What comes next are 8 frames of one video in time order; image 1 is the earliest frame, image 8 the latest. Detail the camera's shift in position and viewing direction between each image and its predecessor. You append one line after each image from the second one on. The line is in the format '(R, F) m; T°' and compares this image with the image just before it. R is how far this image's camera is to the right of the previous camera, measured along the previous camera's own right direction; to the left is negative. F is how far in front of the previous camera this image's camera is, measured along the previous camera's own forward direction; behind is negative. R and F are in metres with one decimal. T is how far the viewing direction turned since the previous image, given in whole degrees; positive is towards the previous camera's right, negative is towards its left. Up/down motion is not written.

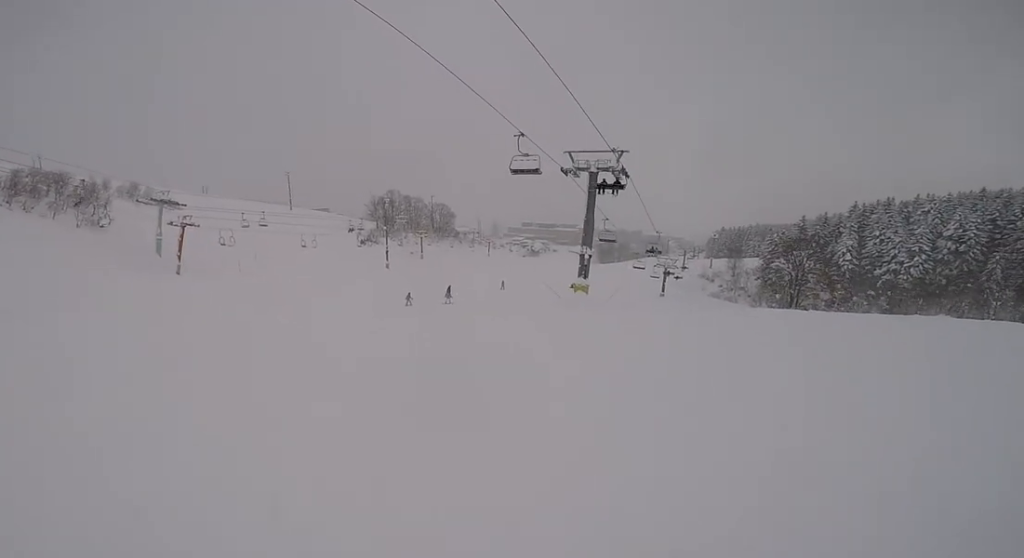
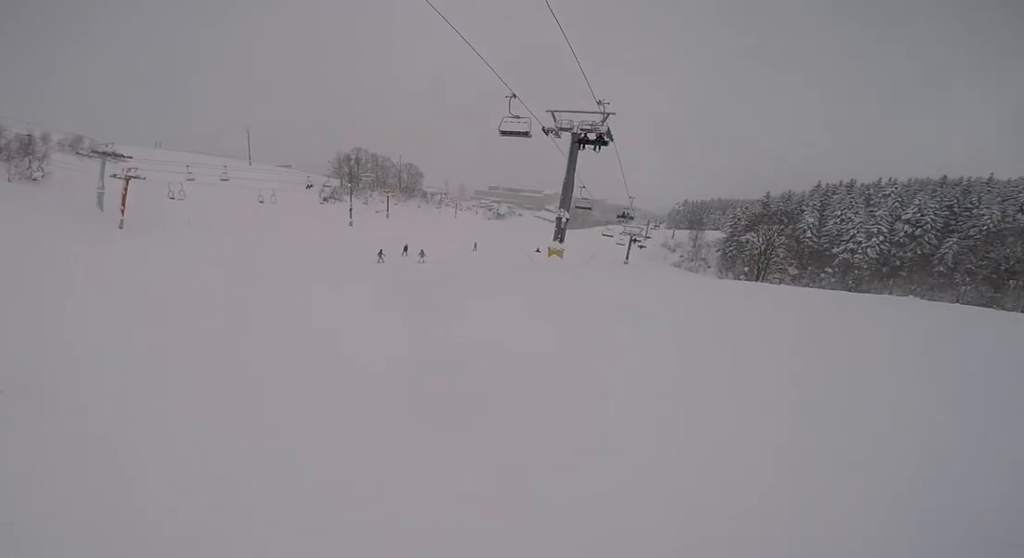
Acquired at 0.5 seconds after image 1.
(+0.2, +2.5) m; +19°
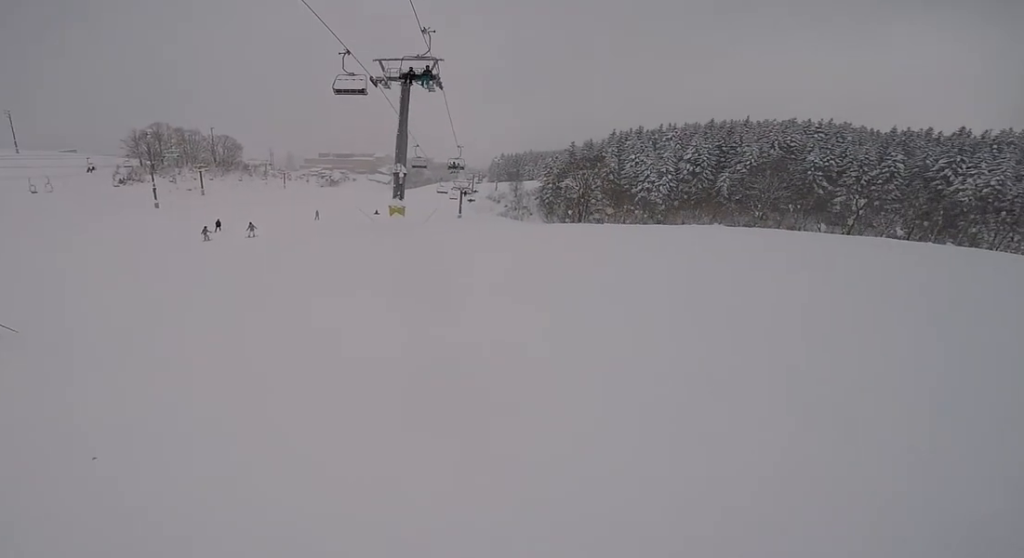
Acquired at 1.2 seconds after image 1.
(+0.9, +3.2) m; +3°
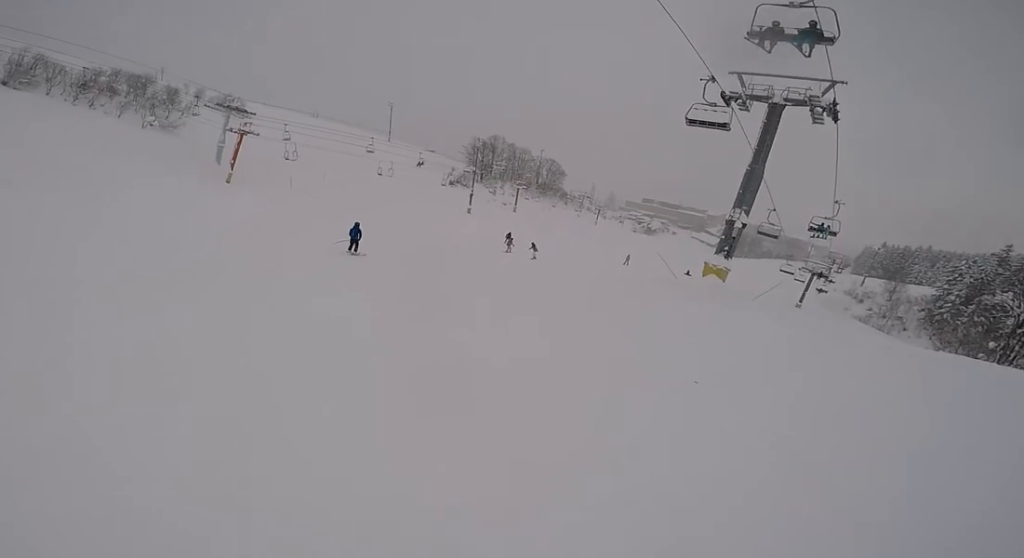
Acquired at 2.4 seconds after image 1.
(-0.6, +5.7) m; -15°
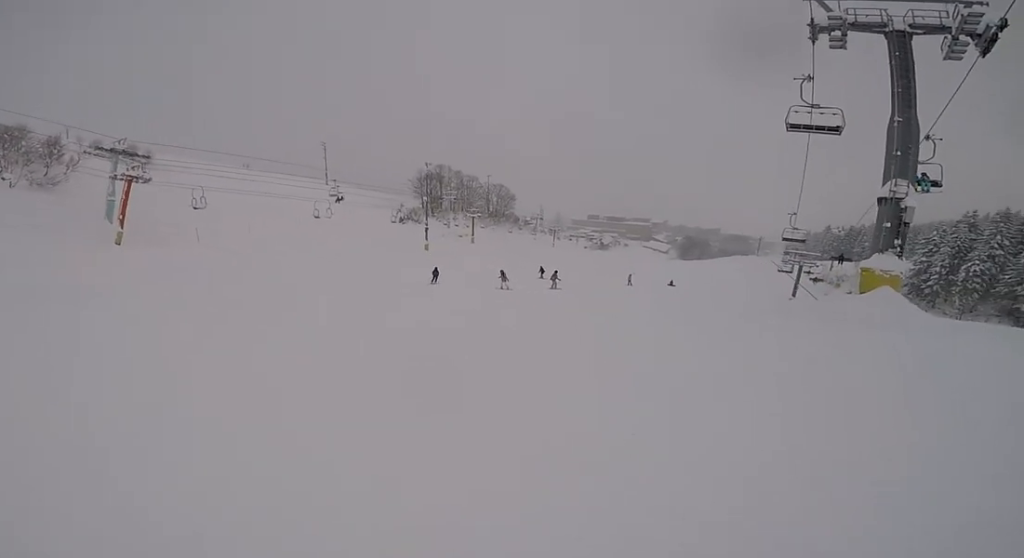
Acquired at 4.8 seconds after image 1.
(-3.6, +10.4) m; -14°
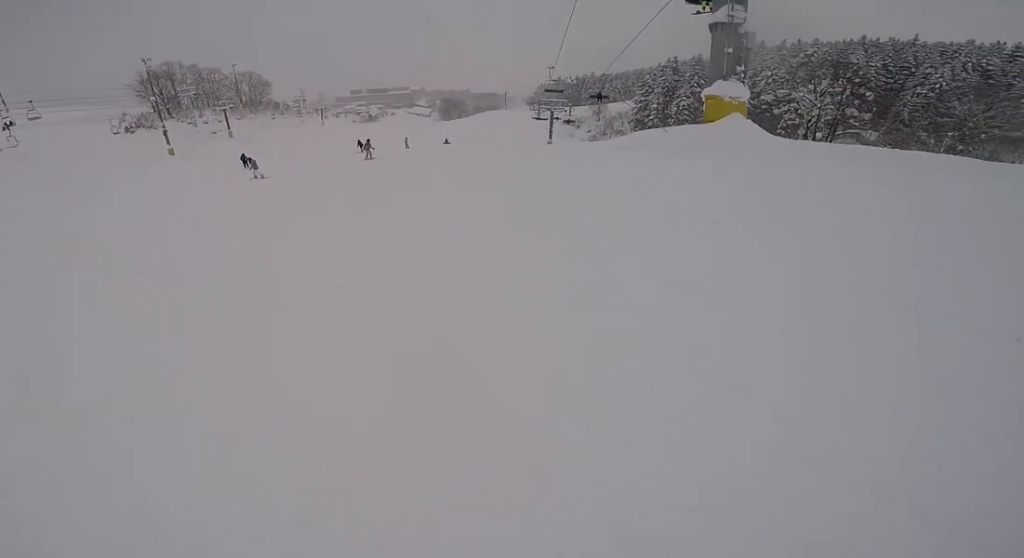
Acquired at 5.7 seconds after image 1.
(+1.5, +4.6) m; +29°
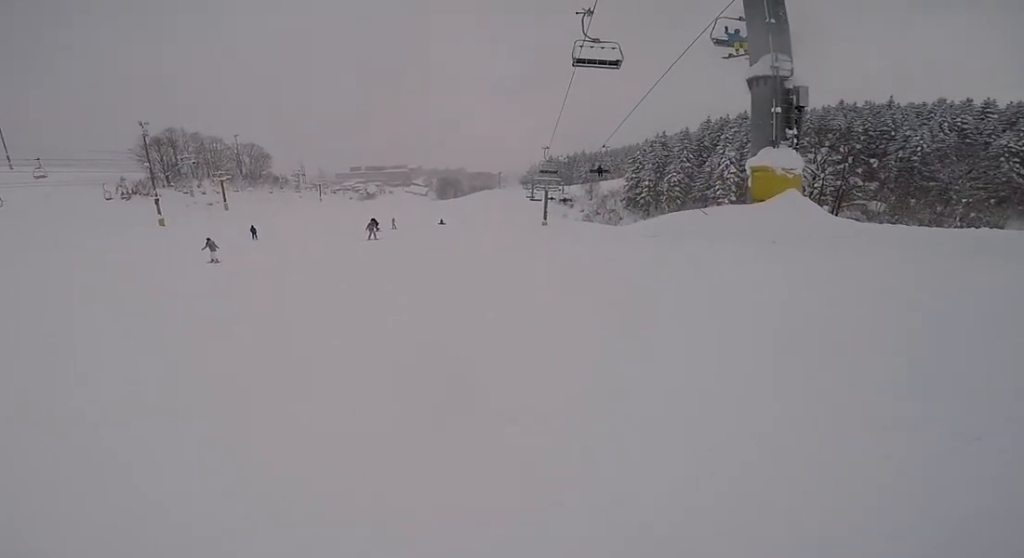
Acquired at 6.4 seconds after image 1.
(+0.9, +3.3) m; -1°
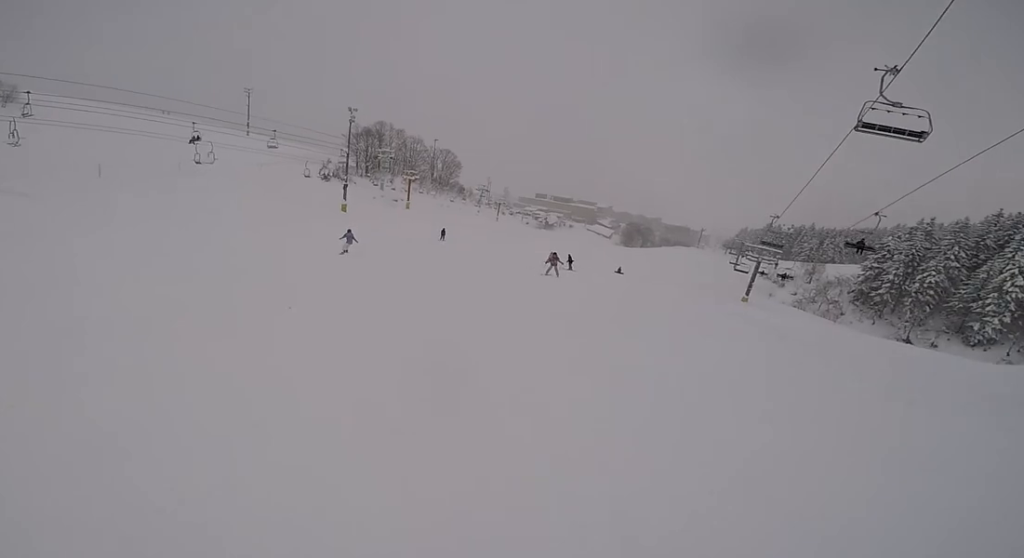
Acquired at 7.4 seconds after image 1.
(-0.9, +4.5) m; -28°
